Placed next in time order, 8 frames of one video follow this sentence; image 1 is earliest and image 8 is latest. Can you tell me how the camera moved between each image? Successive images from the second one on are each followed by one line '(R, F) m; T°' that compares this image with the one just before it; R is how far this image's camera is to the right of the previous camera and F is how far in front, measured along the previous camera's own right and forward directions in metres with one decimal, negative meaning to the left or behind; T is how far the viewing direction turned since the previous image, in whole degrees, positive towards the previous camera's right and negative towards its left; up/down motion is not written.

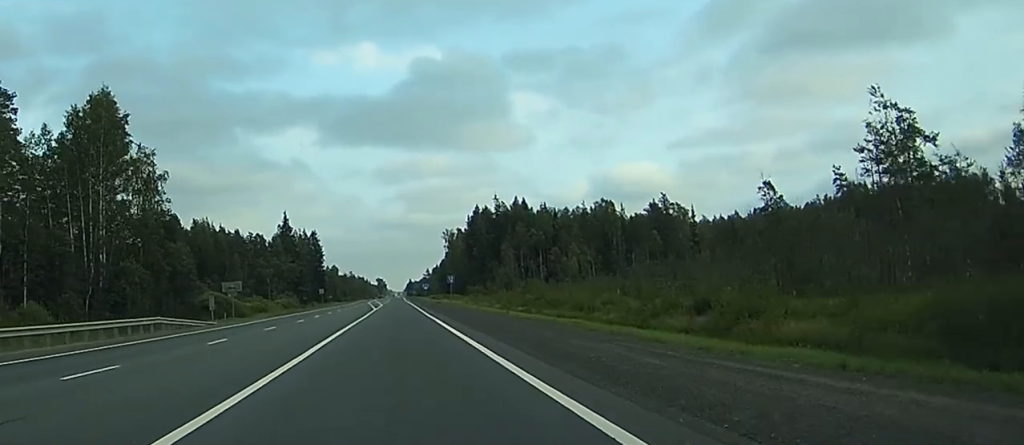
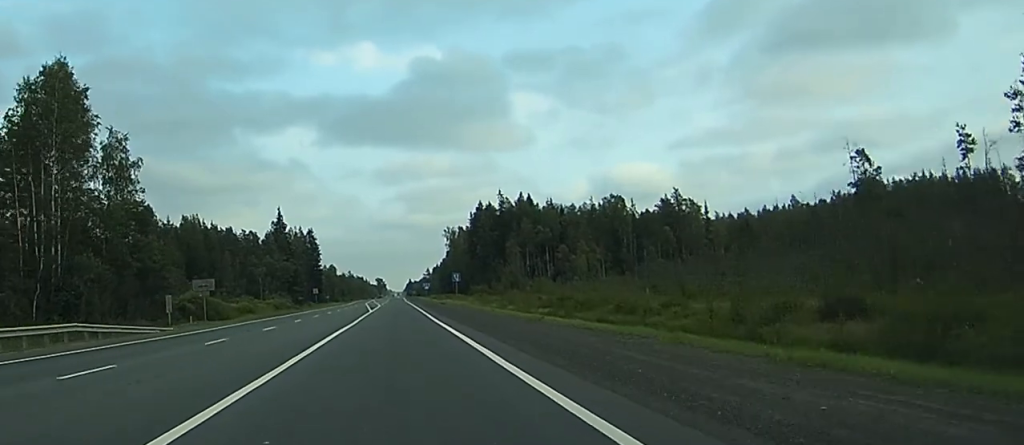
(0.0, +12.0) m; 0°
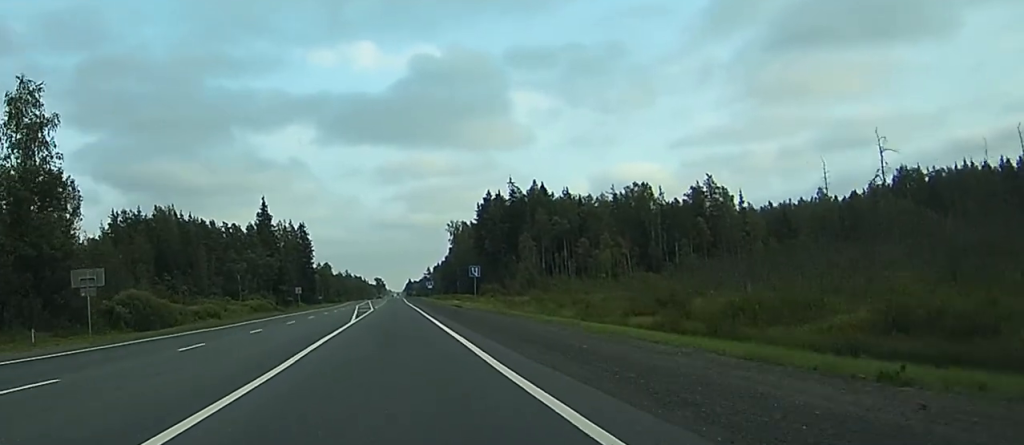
(-0.2, +26.6) m; 0°
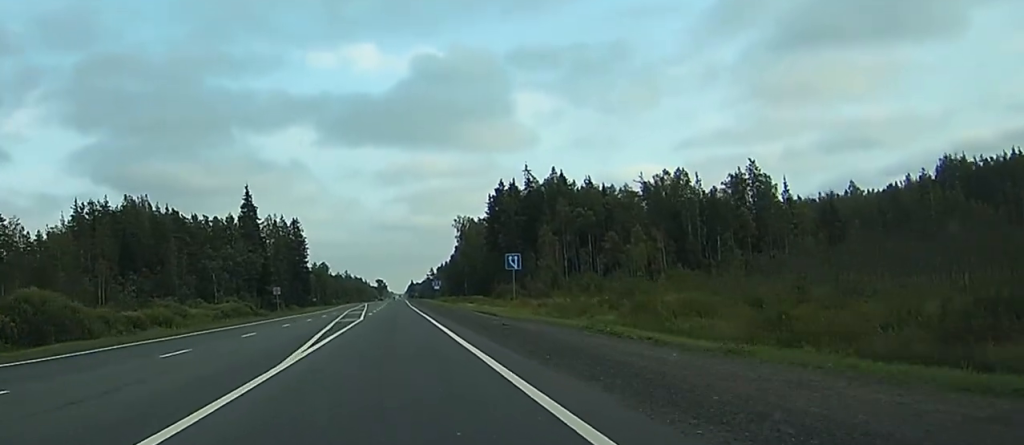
(+0.2, +25.7) m; 0°
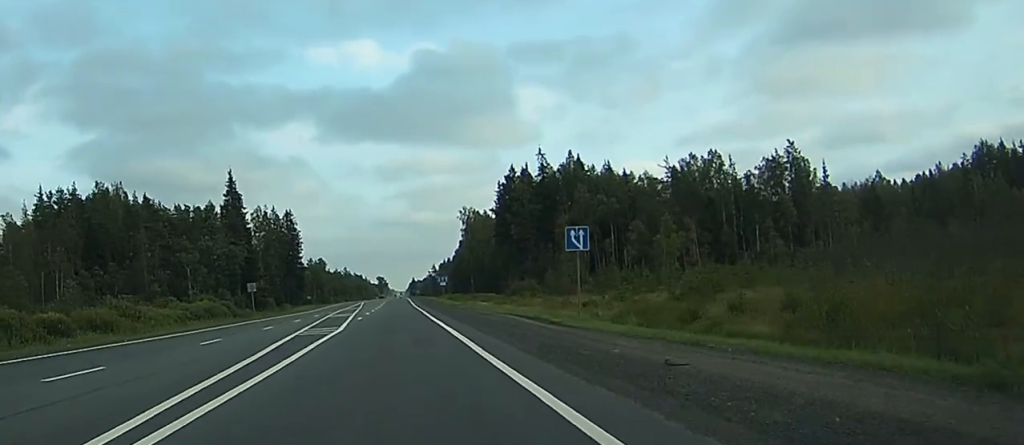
(-0.2, +19.3) m; 0°
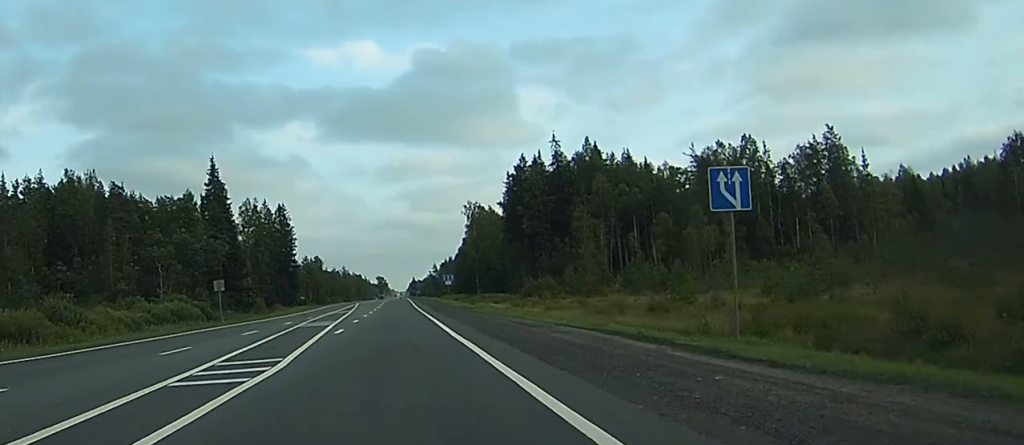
(0.0, +16.5) m; 0°
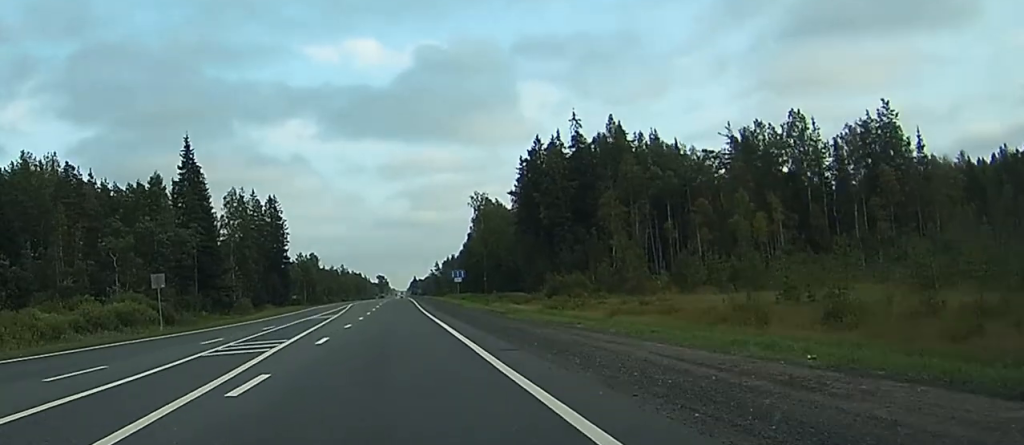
(0.0, +19.3) m; 0°
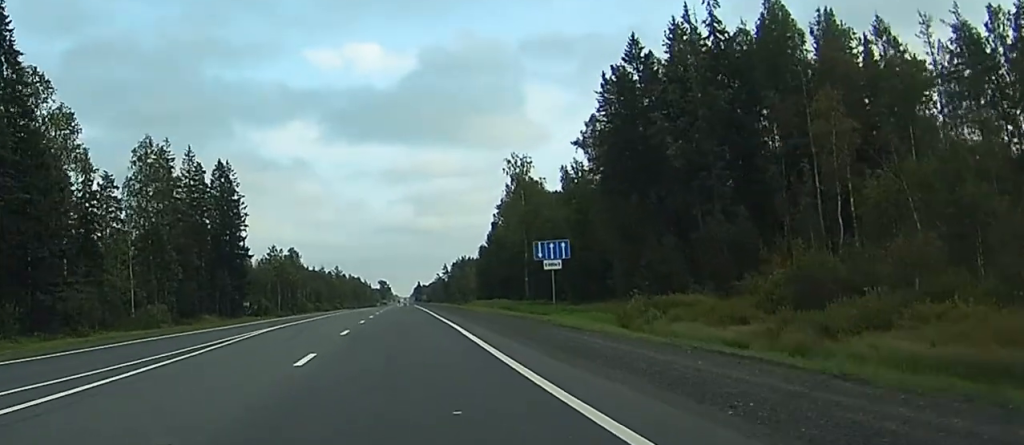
(-0.2, +66.9) m; 0°
